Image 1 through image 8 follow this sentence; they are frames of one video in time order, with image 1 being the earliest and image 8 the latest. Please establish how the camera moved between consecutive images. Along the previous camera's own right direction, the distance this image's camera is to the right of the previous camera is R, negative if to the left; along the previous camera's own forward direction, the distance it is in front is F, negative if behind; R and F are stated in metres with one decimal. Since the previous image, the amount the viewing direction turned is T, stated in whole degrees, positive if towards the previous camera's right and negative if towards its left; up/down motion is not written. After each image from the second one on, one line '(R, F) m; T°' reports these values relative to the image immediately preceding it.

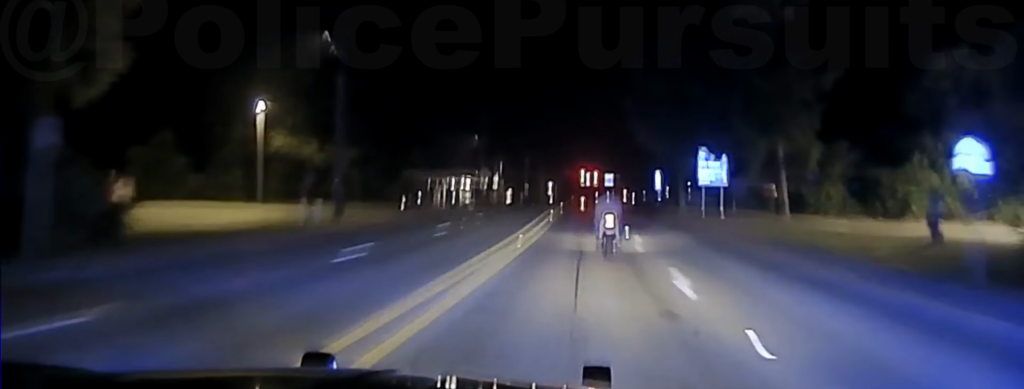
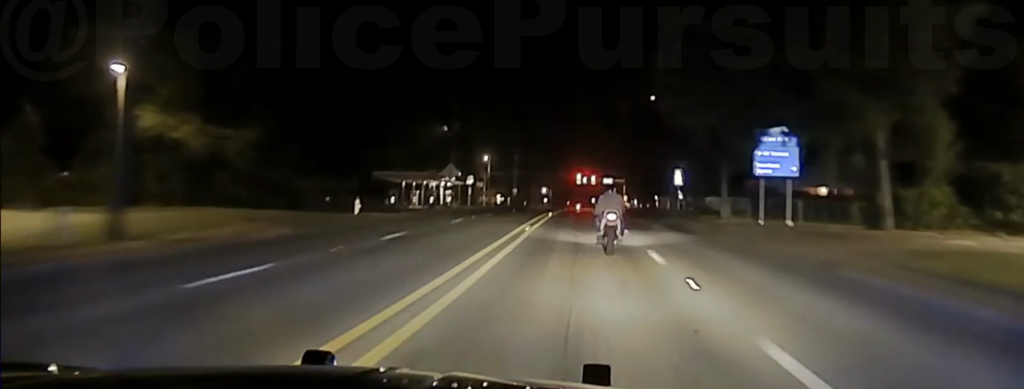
(+0.1, +21.2) m; 0°
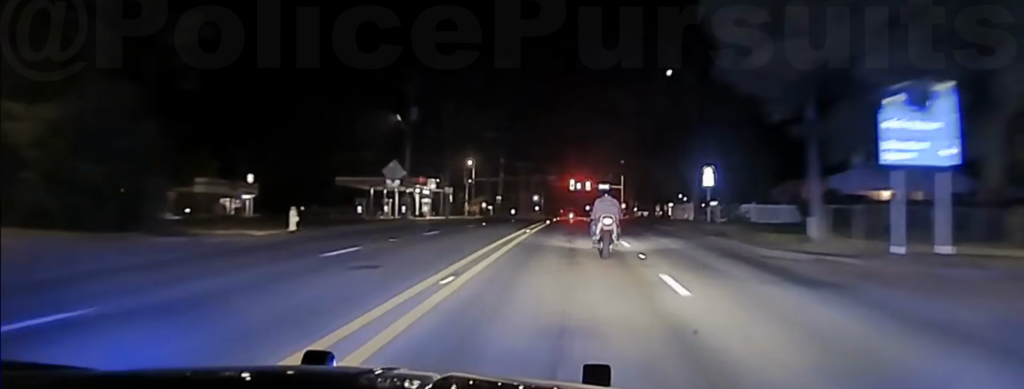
(+0.1, +20.0) m; 0°
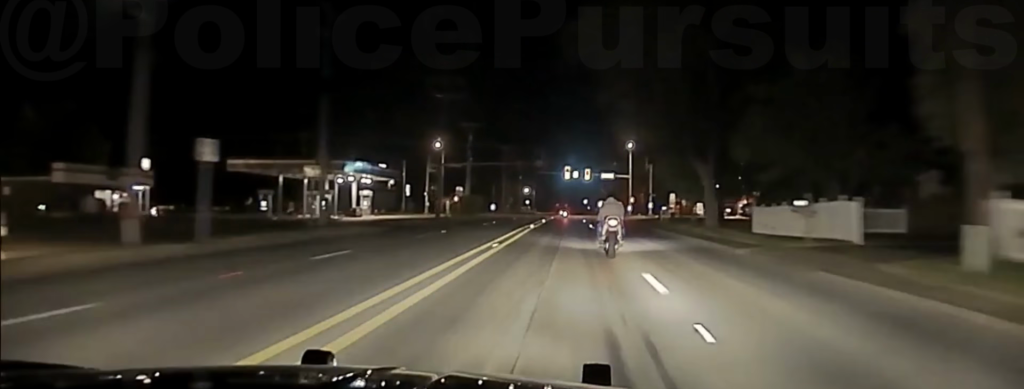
(+0.1, +40.4) m; 0°
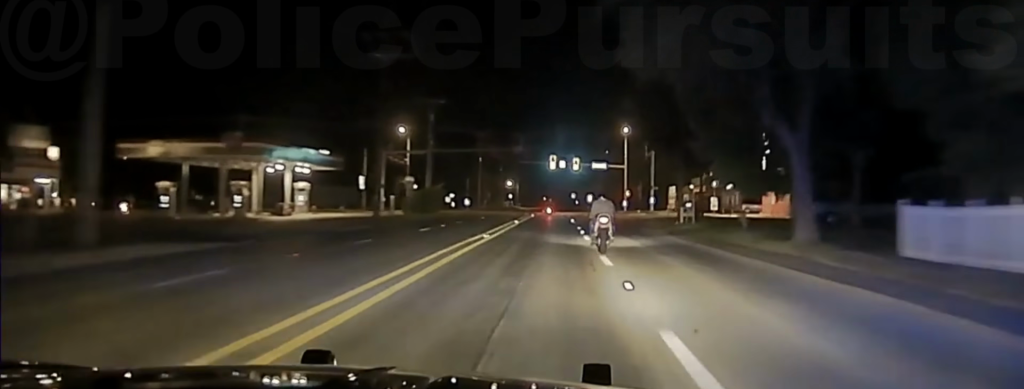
(0.0, +20.3) m; 0°
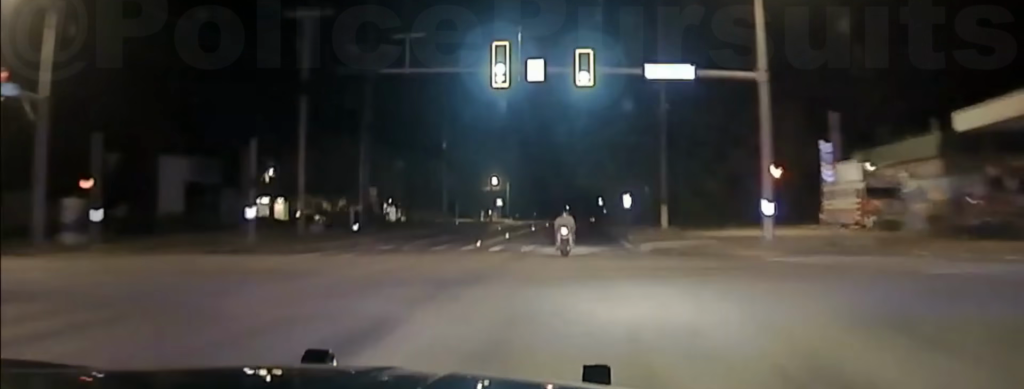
(+0.5, +86.9) m; -1°
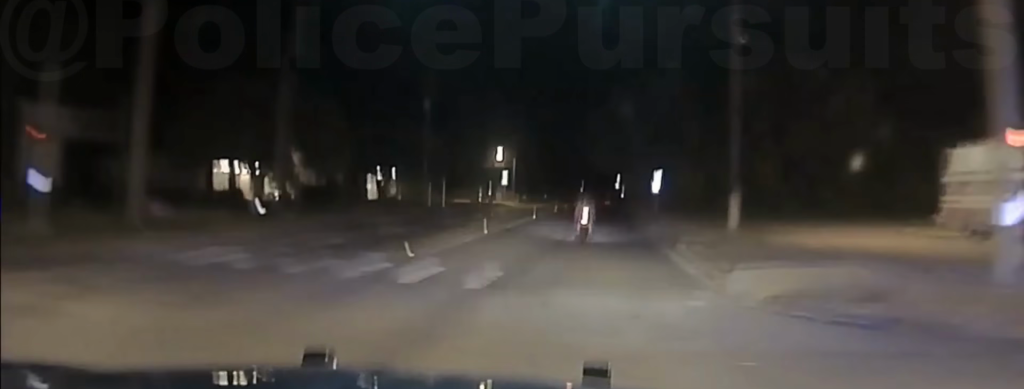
(-0.2, +16.5) m; -1°
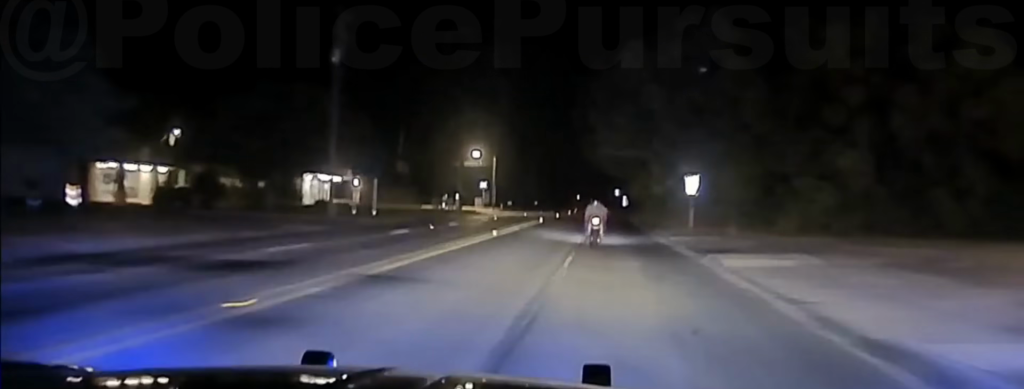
(-0.1, +23.5) m; 0°
